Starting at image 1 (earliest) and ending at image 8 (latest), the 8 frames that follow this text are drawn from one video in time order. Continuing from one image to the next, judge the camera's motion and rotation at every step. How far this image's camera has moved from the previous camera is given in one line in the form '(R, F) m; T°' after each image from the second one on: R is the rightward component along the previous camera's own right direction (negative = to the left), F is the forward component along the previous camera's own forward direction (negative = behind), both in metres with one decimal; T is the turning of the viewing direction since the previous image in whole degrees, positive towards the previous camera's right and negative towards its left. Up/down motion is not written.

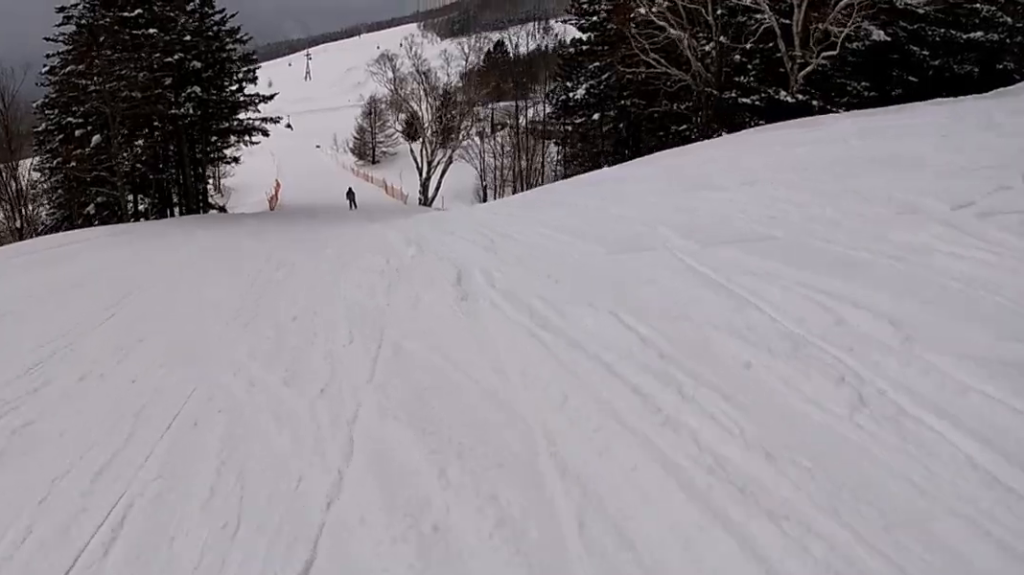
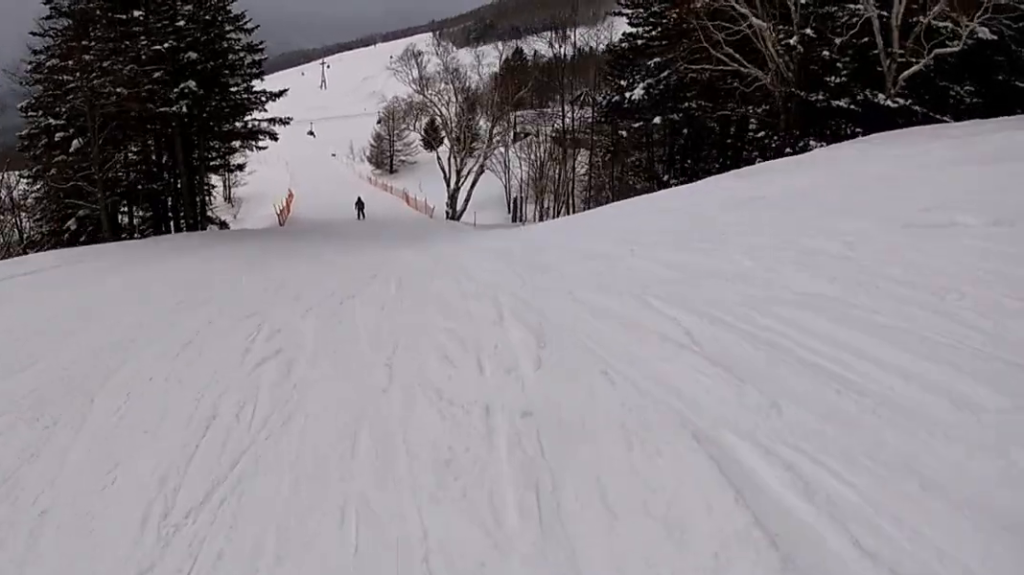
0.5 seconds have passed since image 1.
(0.0, +5.5) m; -1°
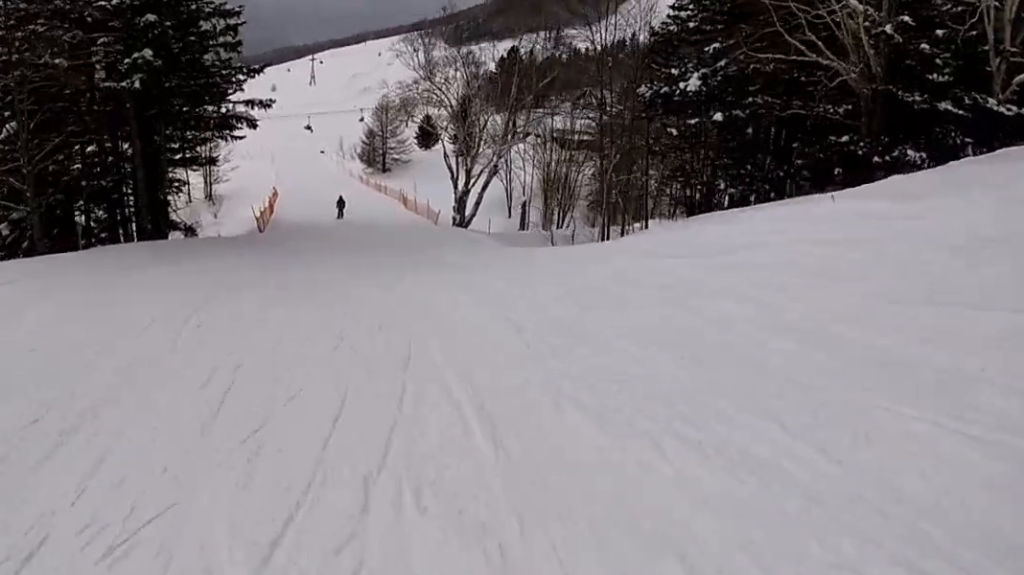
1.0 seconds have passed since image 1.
(0.0, +5.9) m; -2°
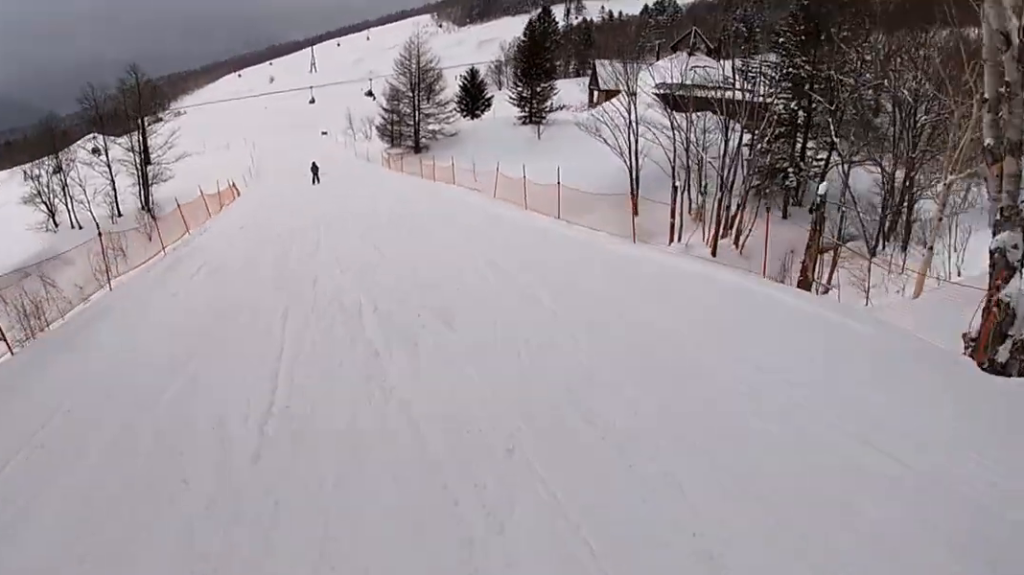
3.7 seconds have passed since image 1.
(+1.8, +32.4) m; +3°
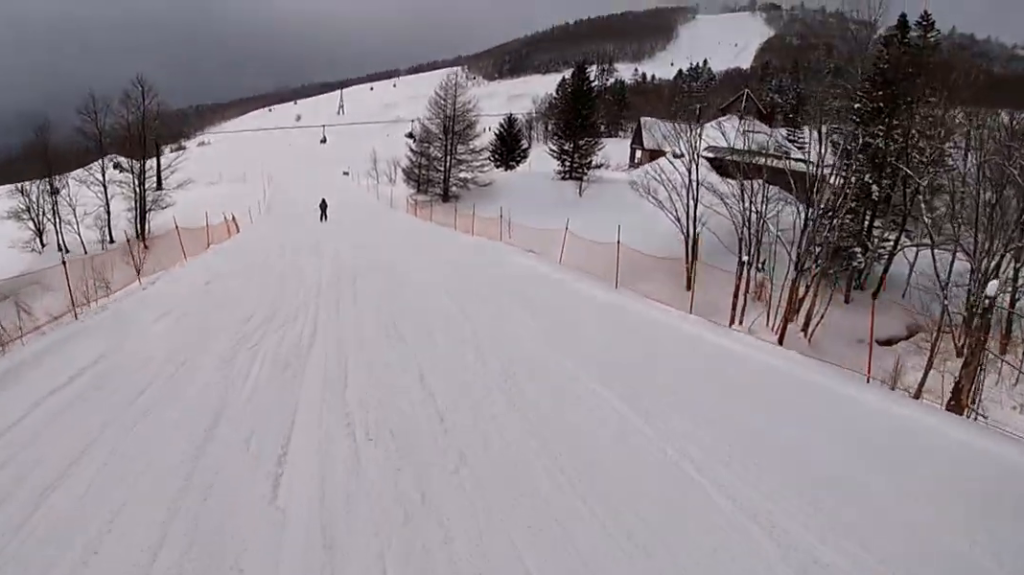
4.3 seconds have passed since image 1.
(-0.2, +6.1) m; -4°
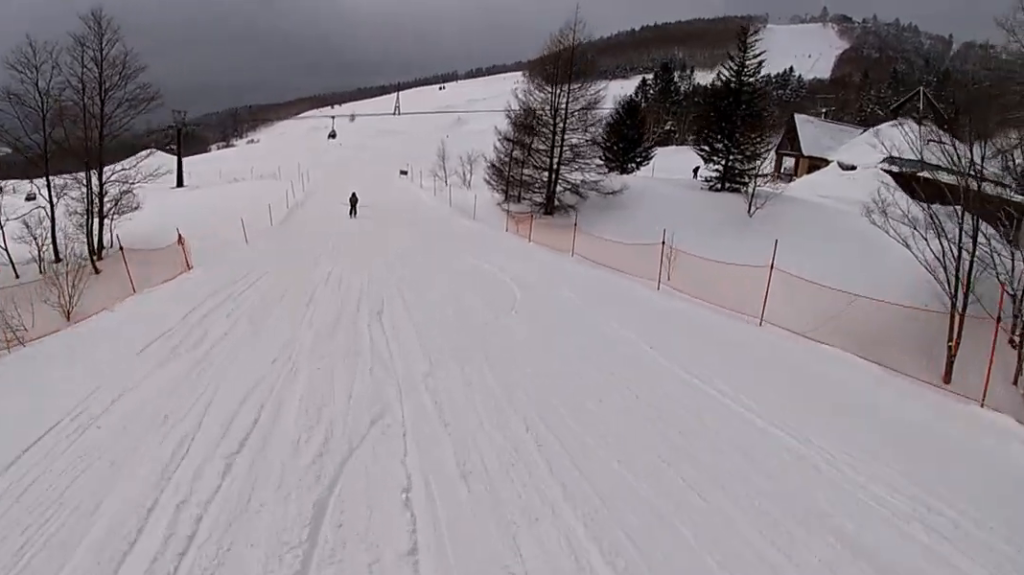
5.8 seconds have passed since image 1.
(-0.1, +17.6) m; +2°
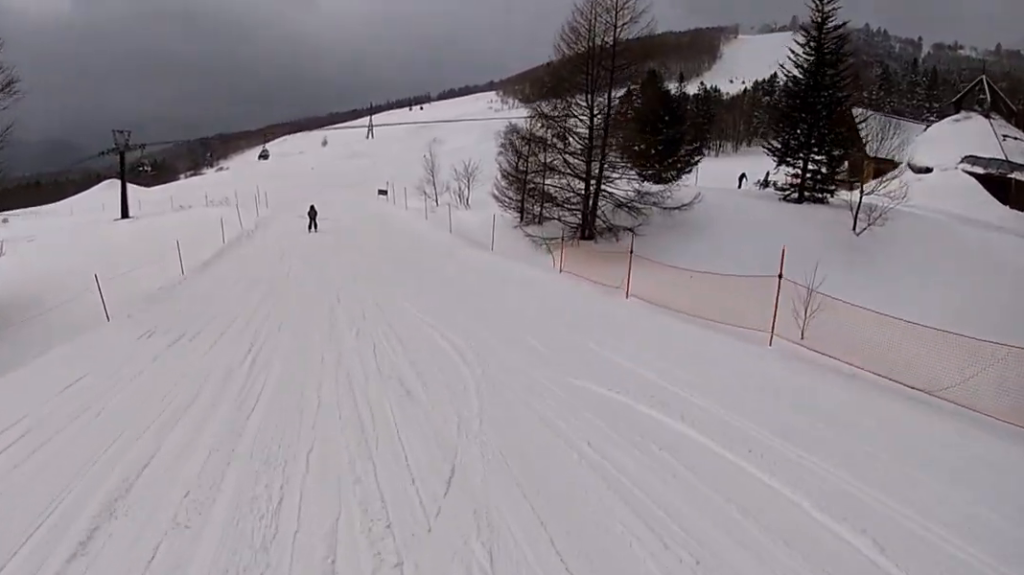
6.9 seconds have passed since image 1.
(+0.2, +11.0) m; -3°
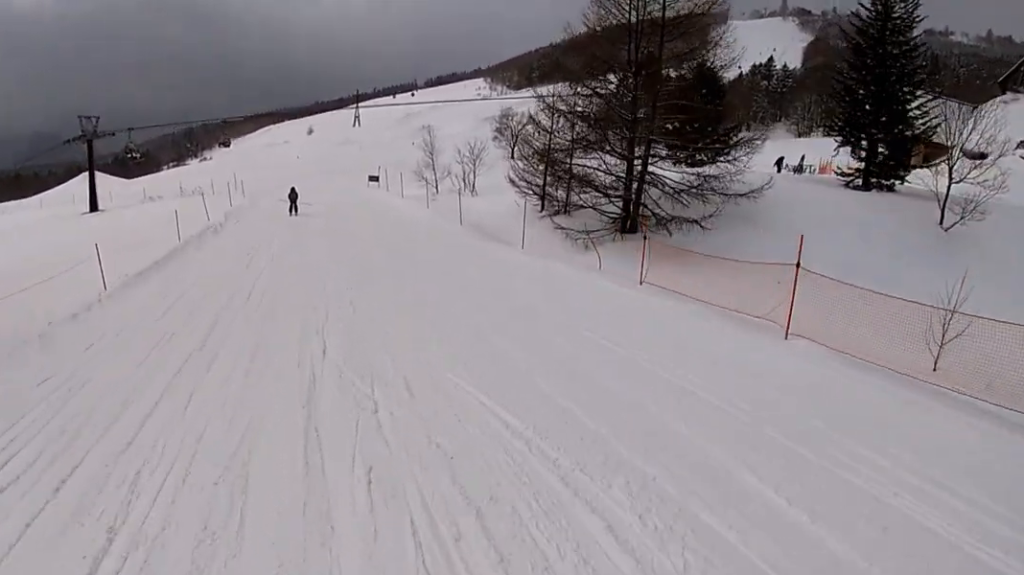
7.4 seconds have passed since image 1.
(0.0, +5.3) m; -3°
